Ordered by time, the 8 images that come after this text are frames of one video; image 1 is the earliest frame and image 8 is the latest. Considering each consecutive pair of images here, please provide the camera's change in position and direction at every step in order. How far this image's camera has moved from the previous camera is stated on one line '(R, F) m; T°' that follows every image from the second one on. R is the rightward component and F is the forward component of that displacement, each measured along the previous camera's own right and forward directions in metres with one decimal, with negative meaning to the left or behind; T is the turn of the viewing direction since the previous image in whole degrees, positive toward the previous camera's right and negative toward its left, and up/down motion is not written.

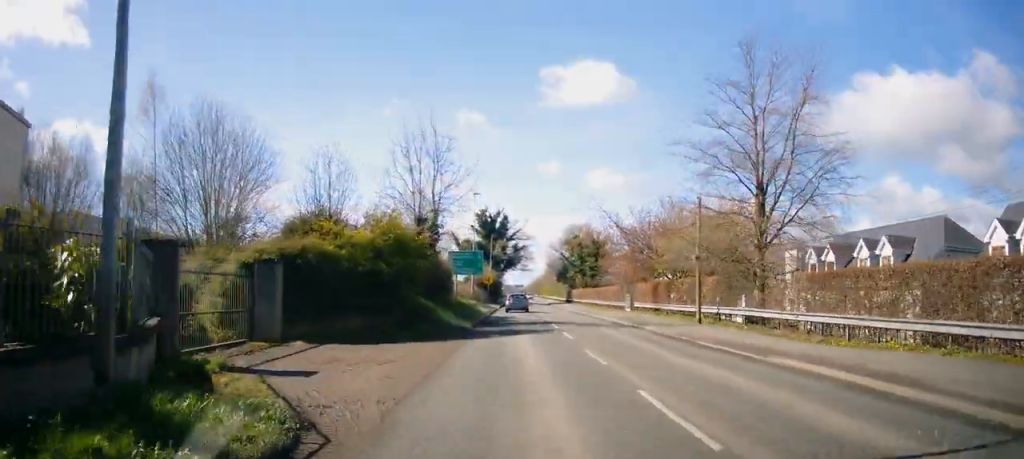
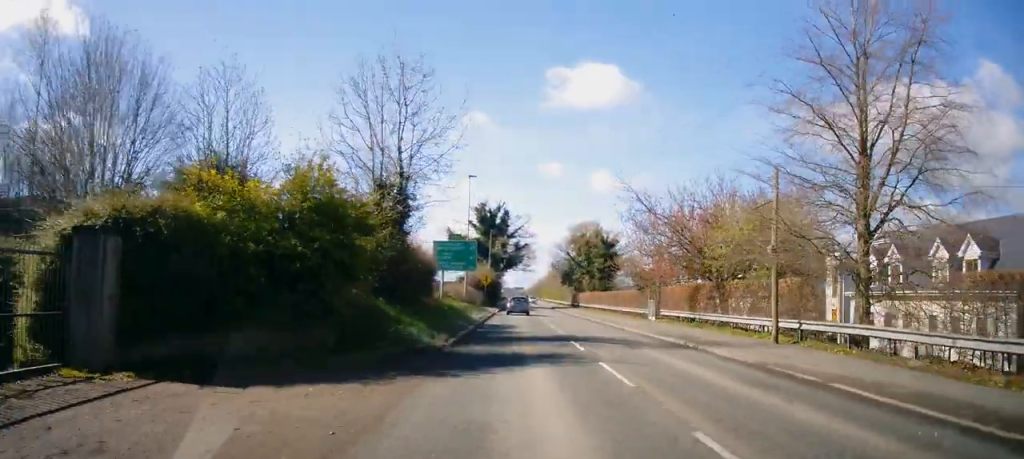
(-0.2, +8.2) m; -1°
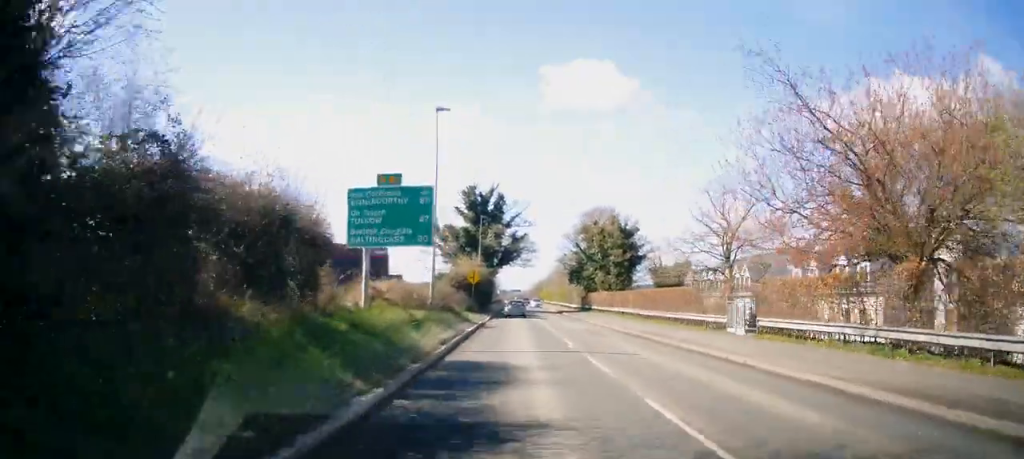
(+0.3, +15.9) m; +2°
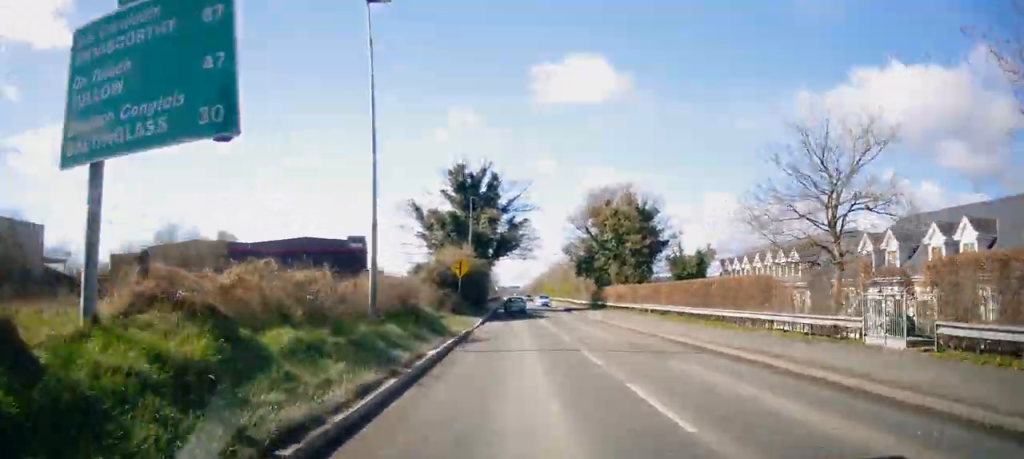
(+0.3, +10.7) m; 0°
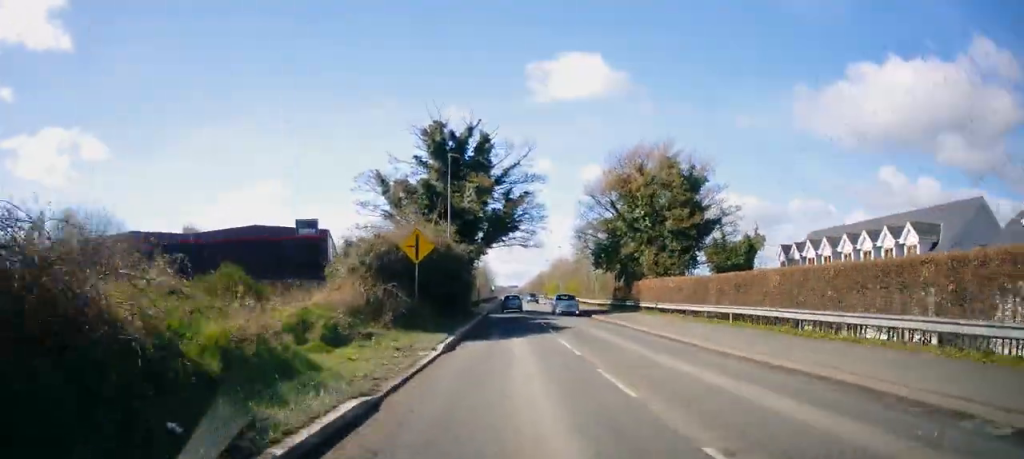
(-0.4, +15.5) m; -2°
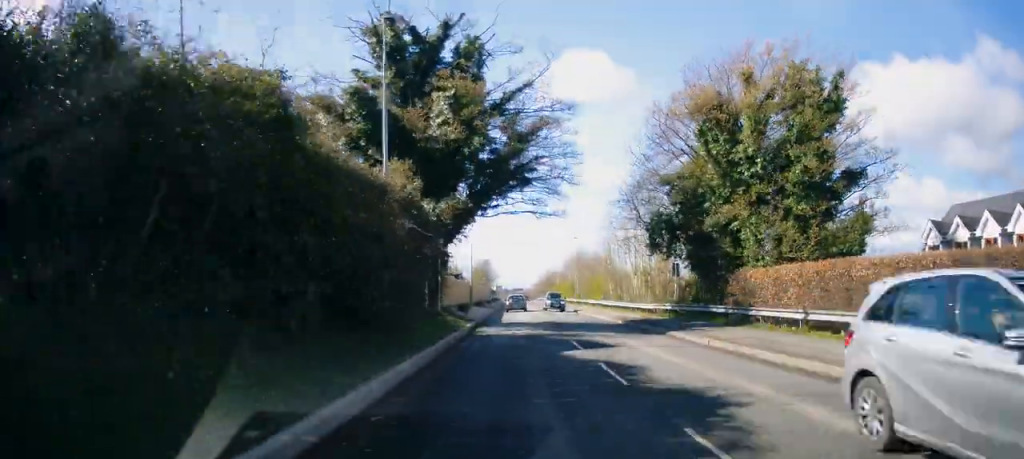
(-0.2, +19.2) m; 0°
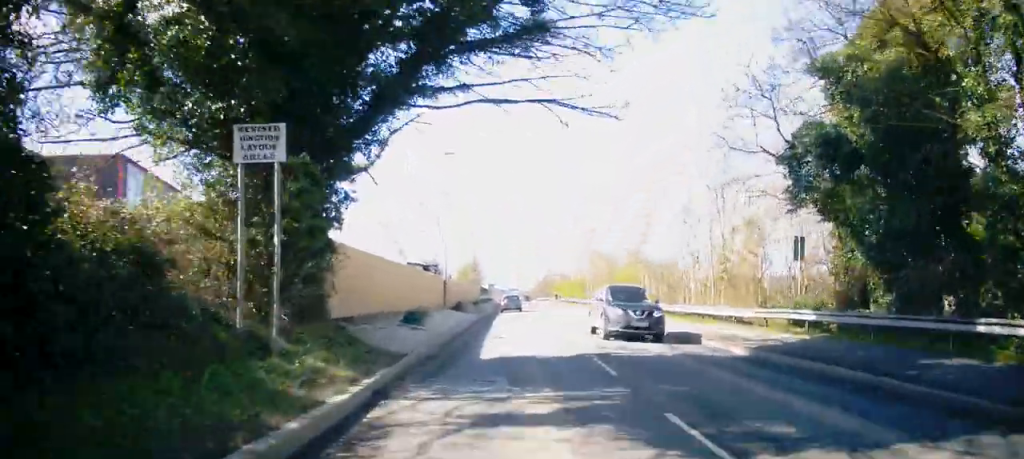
(+0.3, +17.6) m; +2°
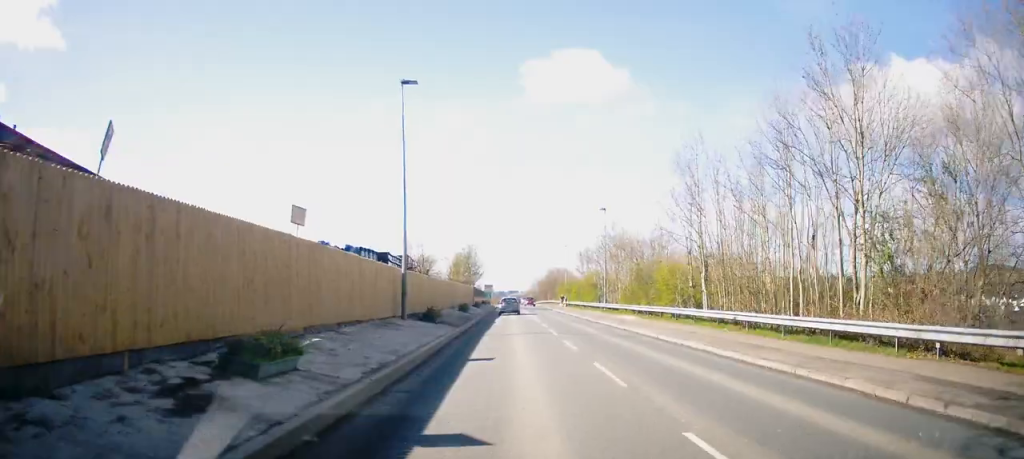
(+0.3, +13.2) m; -1°
